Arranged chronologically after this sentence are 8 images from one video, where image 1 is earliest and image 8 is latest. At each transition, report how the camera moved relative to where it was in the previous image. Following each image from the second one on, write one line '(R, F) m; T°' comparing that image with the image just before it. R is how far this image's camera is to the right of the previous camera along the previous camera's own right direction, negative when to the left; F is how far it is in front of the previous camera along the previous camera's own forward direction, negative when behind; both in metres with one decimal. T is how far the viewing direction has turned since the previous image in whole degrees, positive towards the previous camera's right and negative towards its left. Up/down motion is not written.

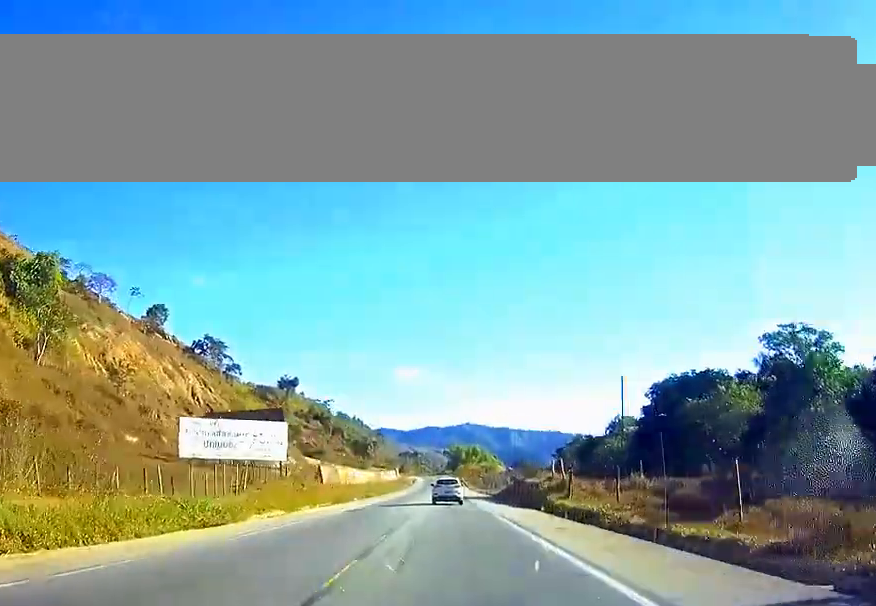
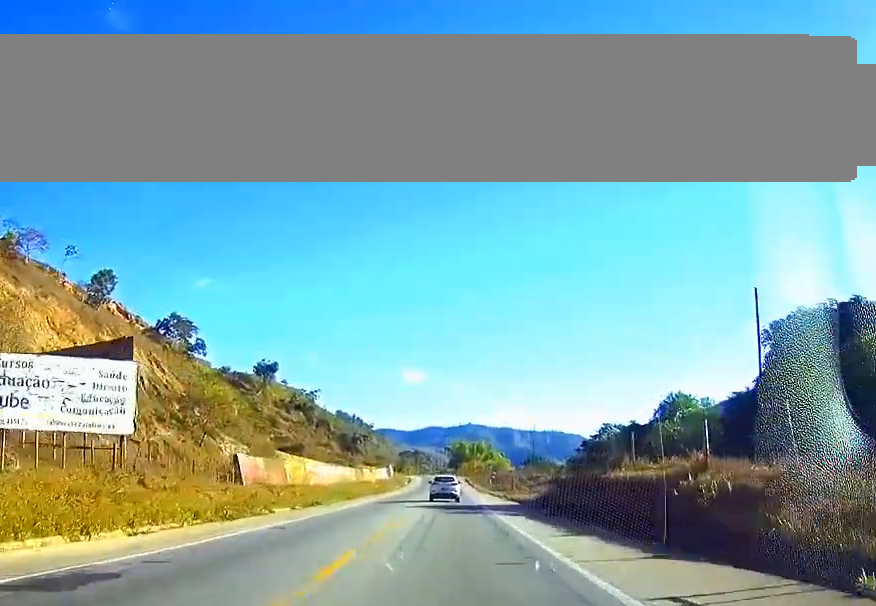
(-0.2, +33.5) m; 0°
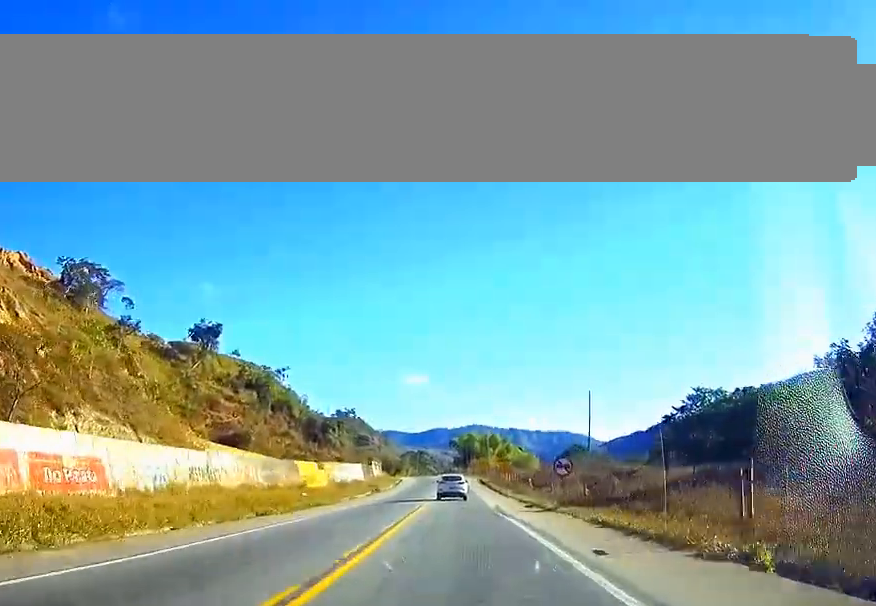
(-0.3, +59.2) m; 0°
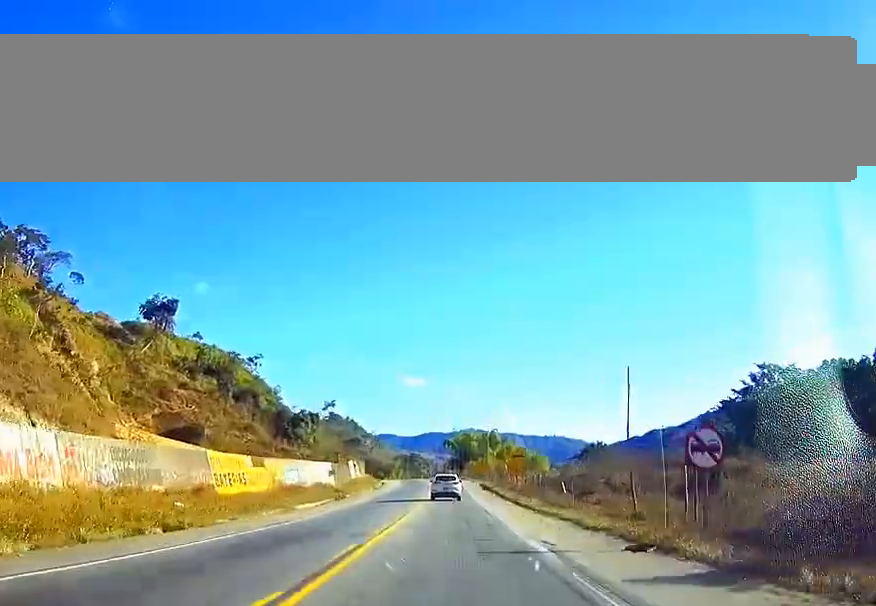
(+0.1, +24.9) m; 0°
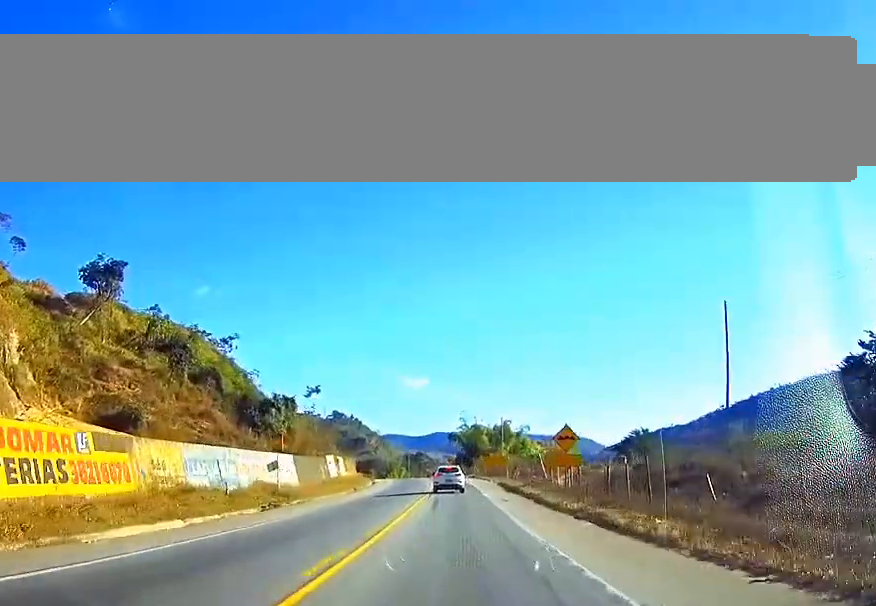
(-0.1, +26.7) m; -1°
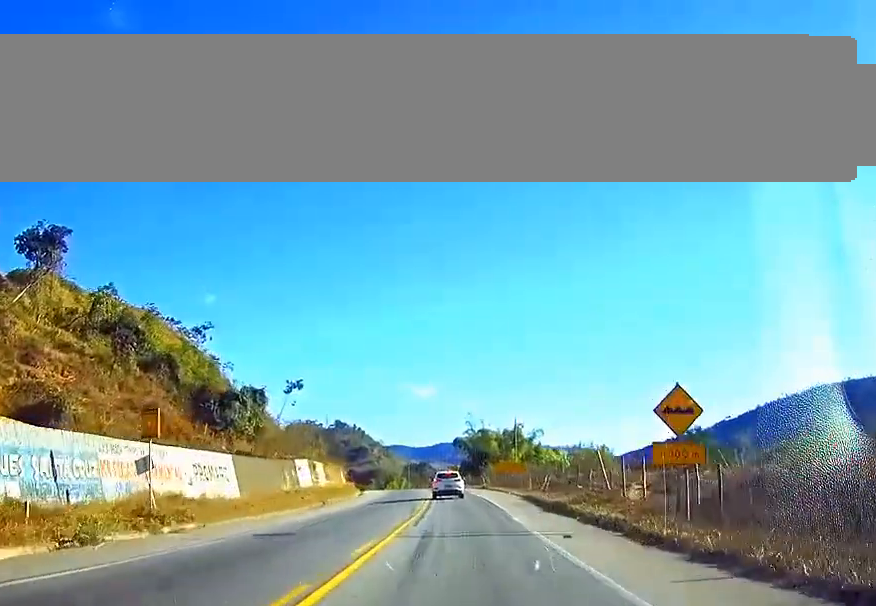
(-0.1, +20.8) m; 0°
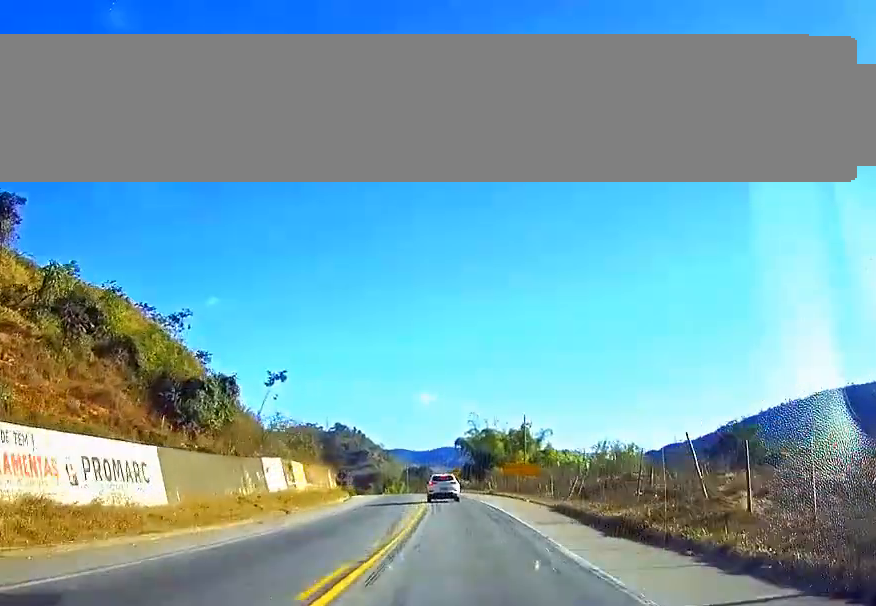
(0.0, +13.1) m; 0°
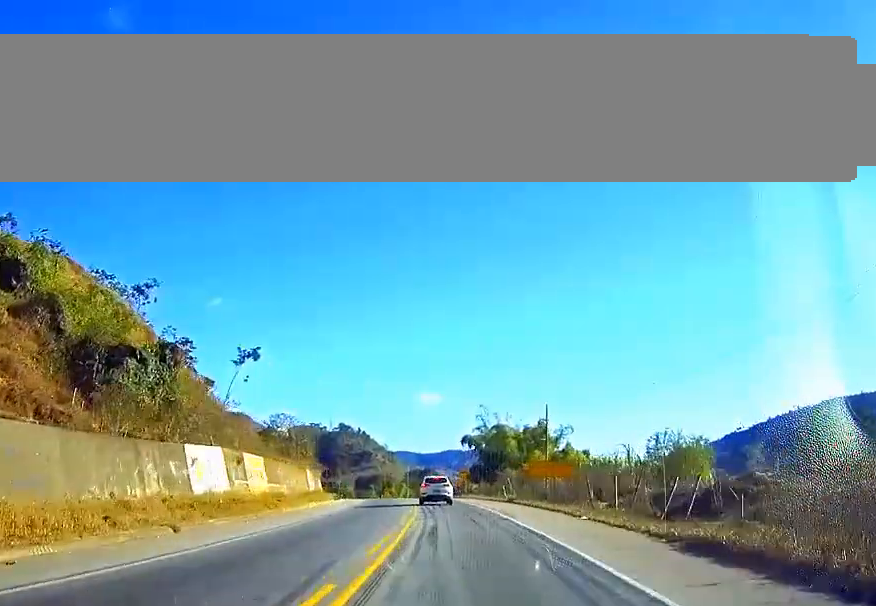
(0.0, +18.6) m; 0°
